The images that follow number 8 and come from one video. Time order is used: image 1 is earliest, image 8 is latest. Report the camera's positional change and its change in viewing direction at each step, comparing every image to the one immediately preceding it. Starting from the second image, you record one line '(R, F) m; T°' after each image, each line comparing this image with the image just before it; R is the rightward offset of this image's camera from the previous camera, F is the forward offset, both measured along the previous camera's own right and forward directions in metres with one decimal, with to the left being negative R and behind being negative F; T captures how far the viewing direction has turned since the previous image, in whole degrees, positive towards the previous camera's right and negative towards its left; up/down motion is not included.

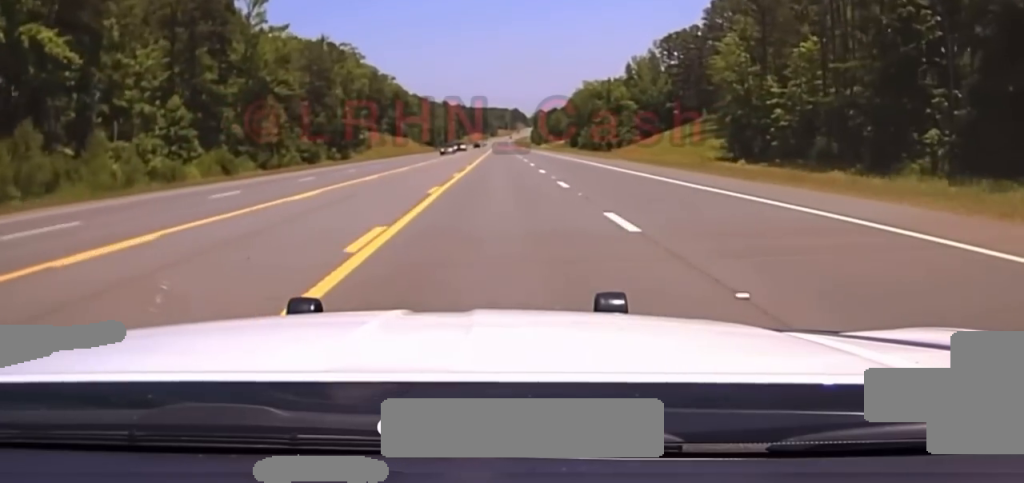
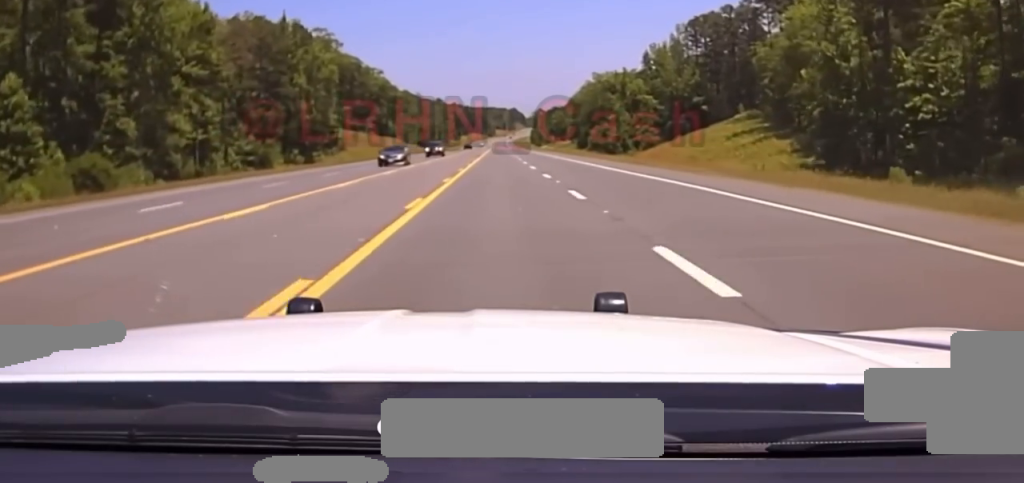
(-0.1, +30.5) m; 0°
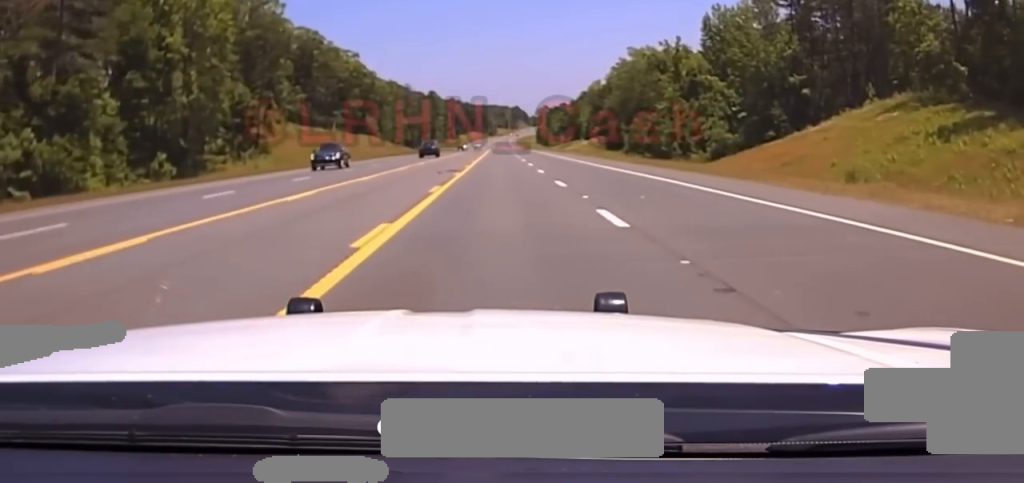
(+0.4, +49.6) m; 0°
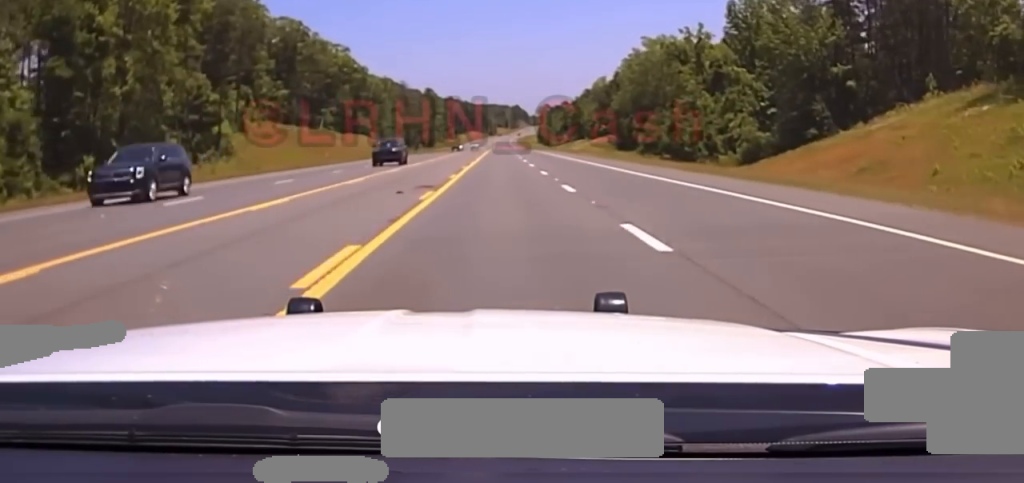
(-0.1, +14.6) m; 0°
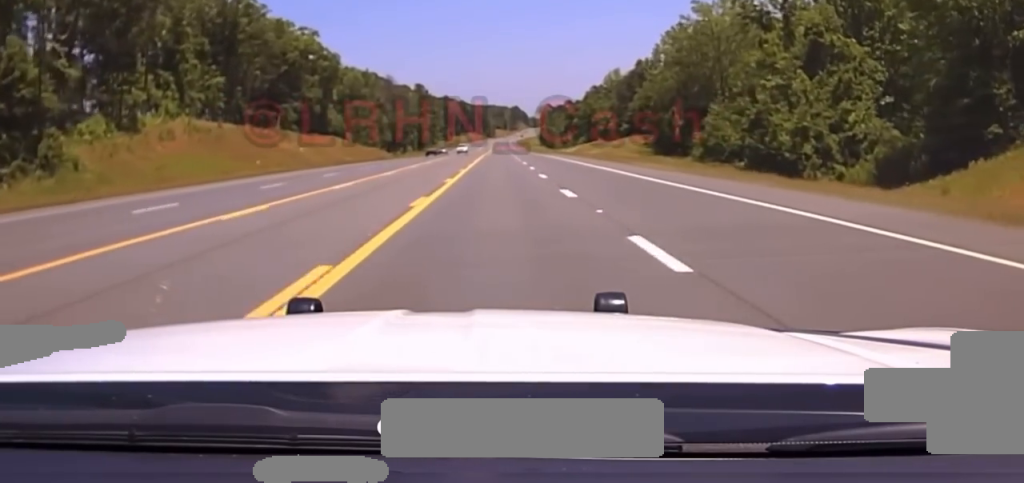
(-0.2, +38.3) m; 0°
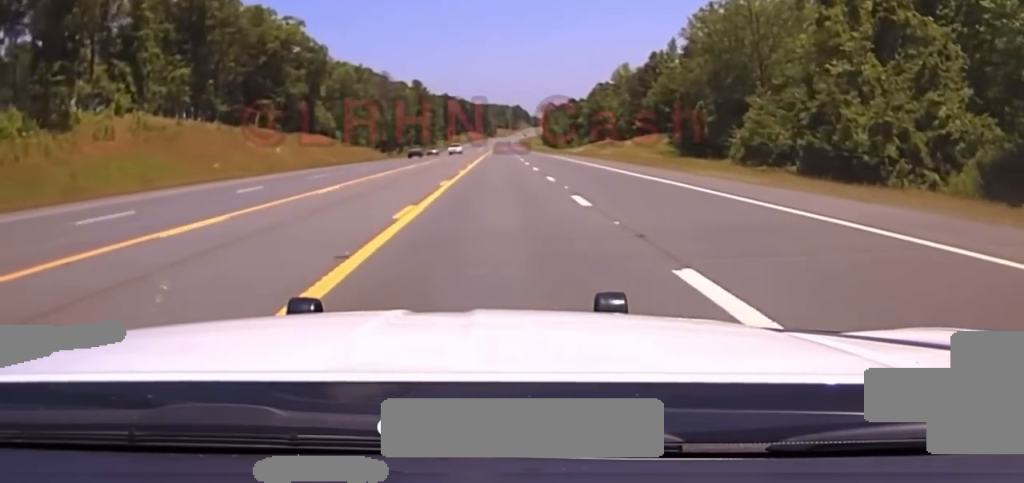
(0.0, +16.3) m; 0°
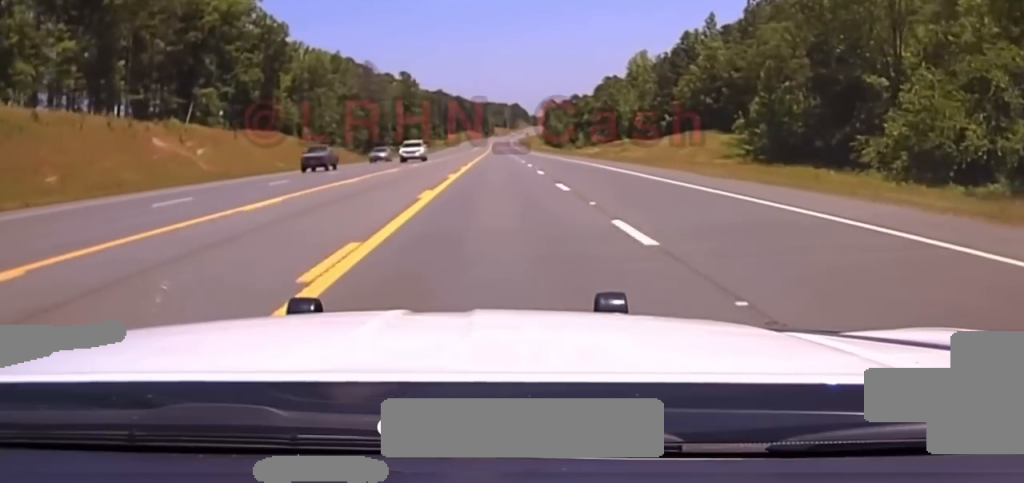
(+0.2, +35.7) m; 0°
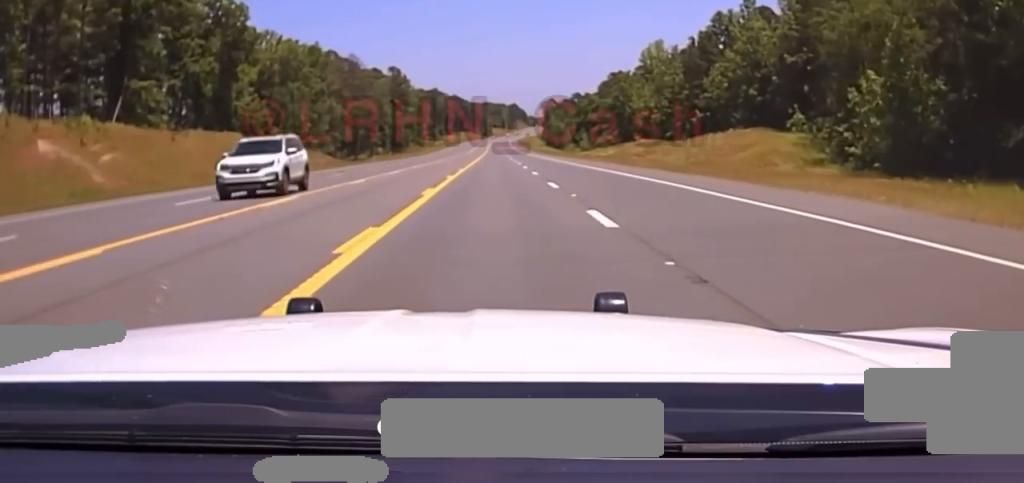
(+0.1, +25.4) m; 0°
